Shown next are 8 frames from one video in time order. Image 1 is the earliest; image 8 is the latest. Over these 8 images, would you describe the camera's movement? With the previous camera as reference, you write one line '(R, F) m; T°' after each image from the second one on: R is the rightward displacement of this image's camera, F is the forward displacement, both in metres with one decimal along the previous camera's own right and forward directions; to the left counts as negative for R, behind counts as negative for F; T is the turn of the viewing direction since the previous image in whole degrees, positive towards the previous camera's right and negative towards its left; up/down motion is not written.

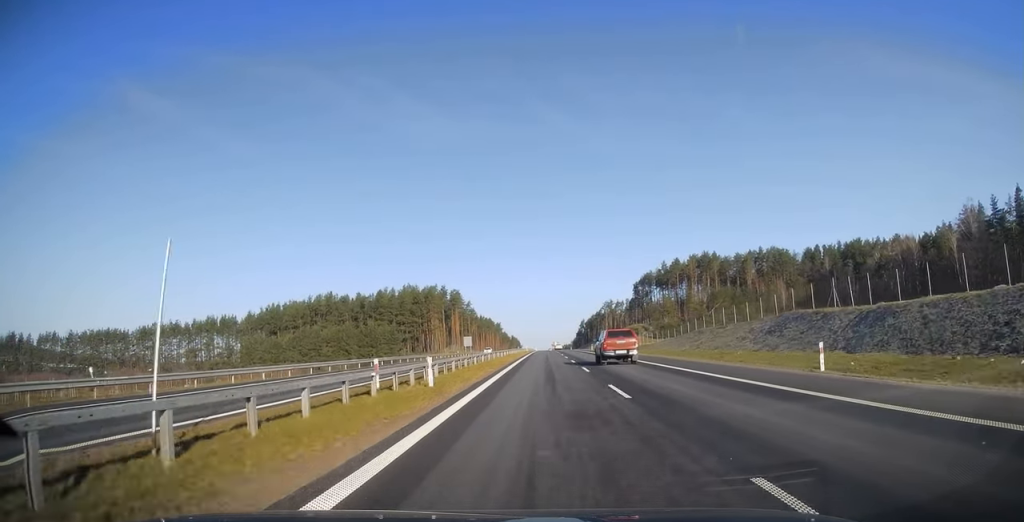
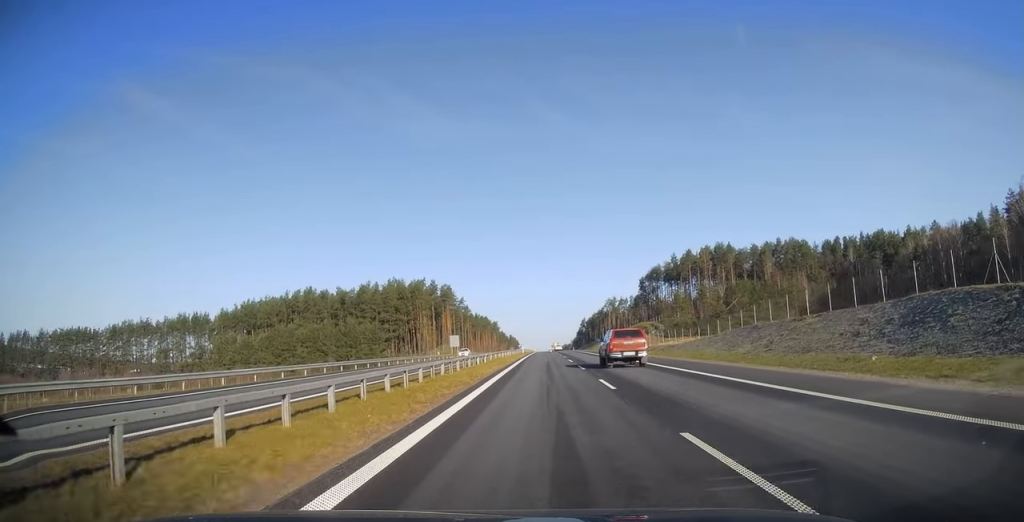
(0.0, +21.2) m; 0°
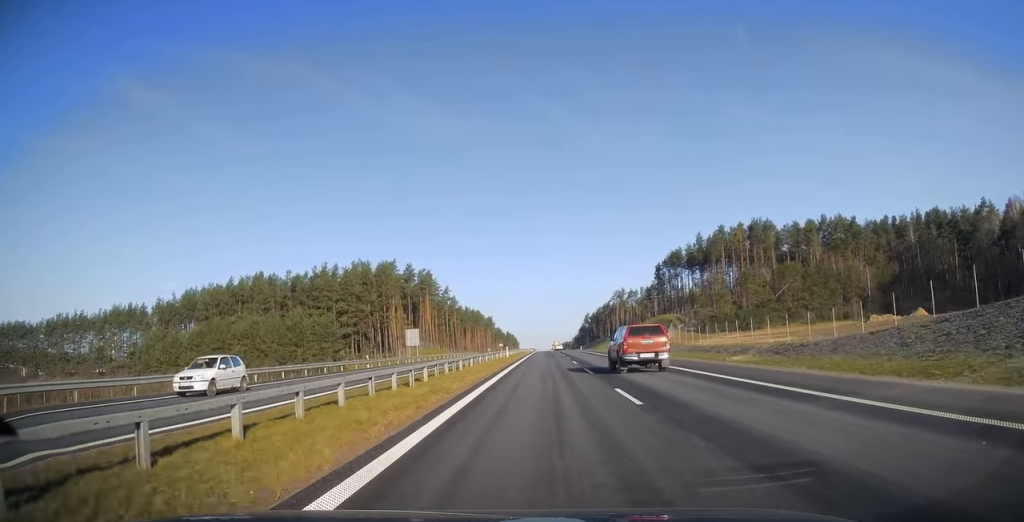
(+0.3, +40.1) m; 0°
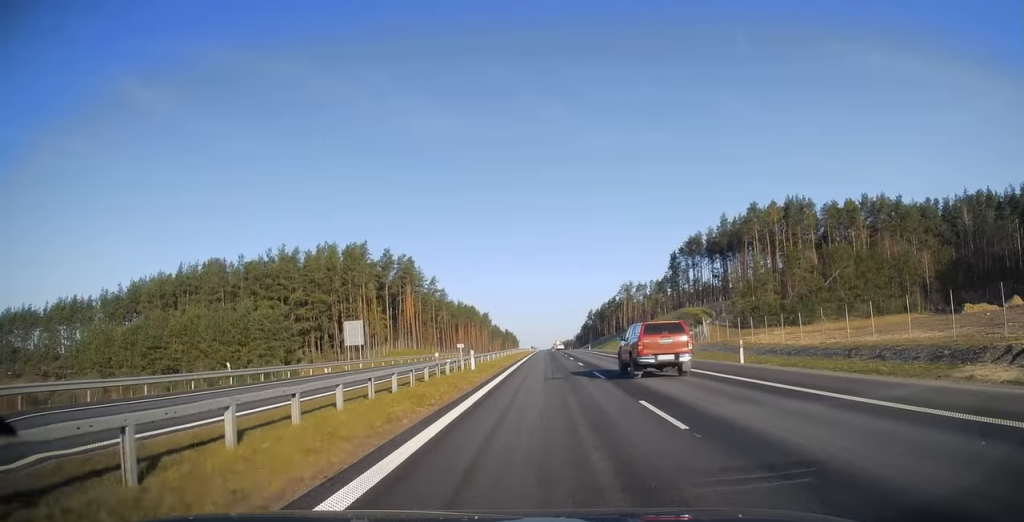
(-0.3, +27.3) m; 0°
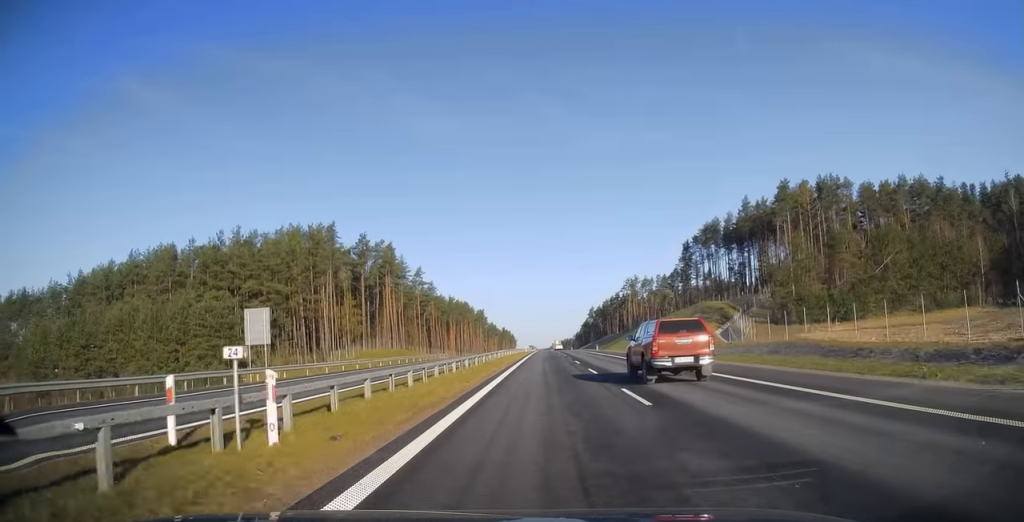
(+0.2, +20.6) m; 0°
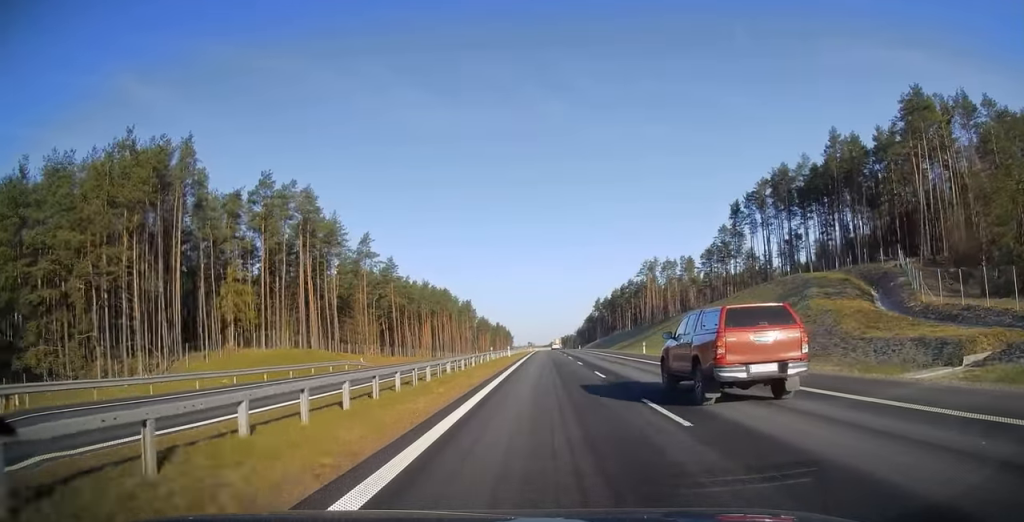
(-0.1, +50.8) m; 0°
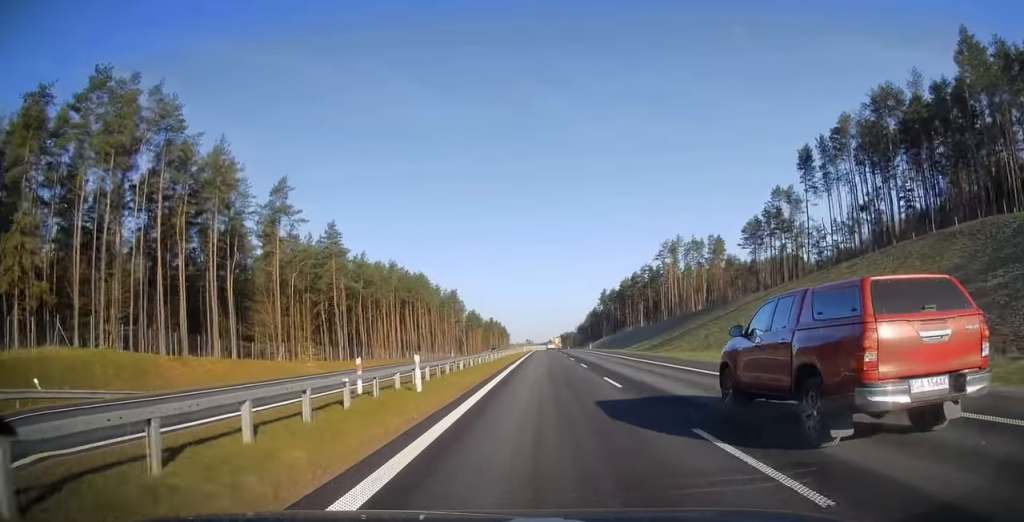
(+0.3, +40.4) m; 0°
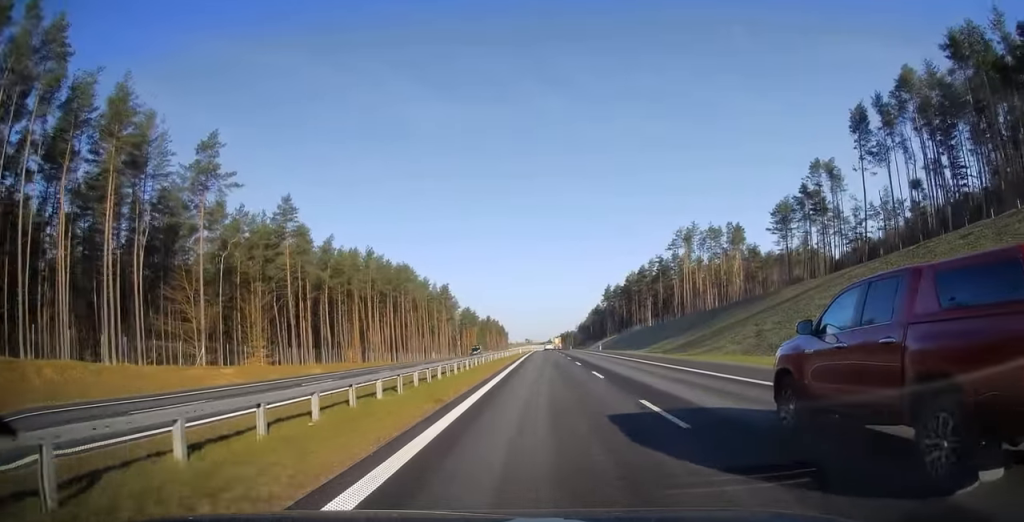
(+0.1, +19.7) m; 0°
